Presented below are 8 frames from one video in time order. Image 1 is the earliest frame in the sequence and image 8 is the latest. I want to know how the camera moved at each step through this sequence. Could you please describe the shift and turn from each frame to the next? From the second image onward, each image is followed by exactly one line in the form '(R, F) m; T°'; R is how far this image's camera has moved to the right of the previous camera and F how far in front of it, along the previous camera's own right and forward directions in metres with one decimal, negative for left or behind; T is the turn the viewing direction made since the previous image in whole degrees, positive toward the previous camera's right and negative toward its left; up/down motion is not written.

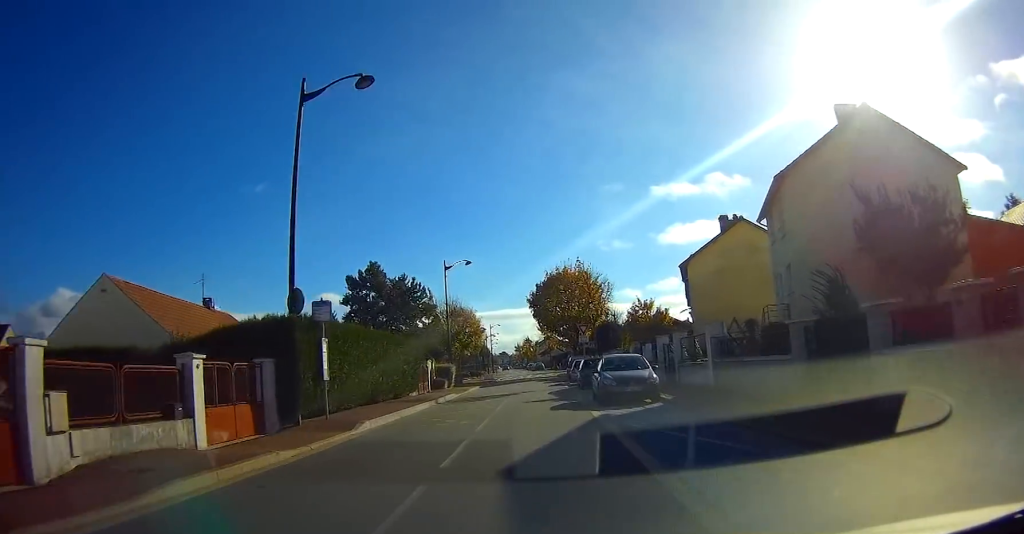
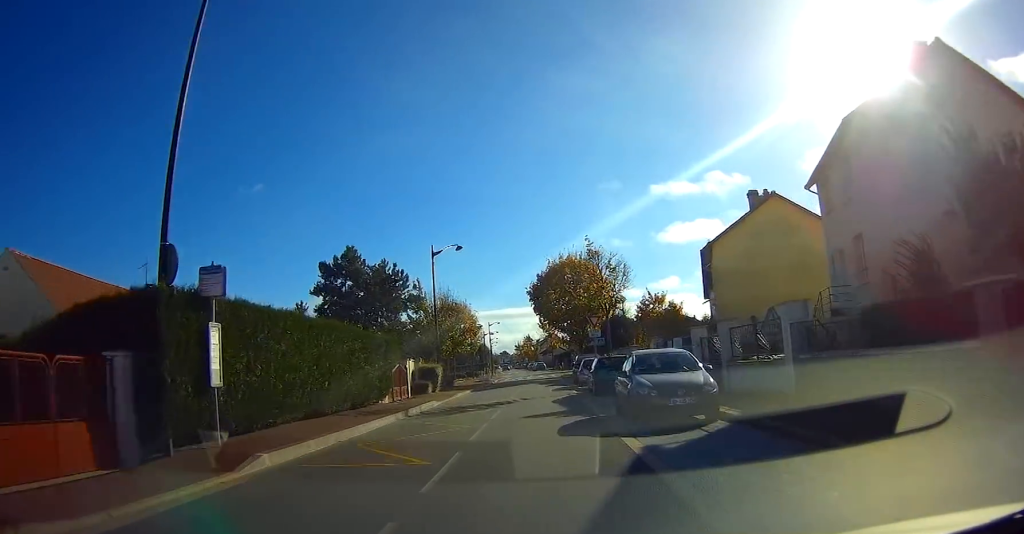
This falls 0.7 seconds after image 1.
(0.0, +6.0) m; 0°
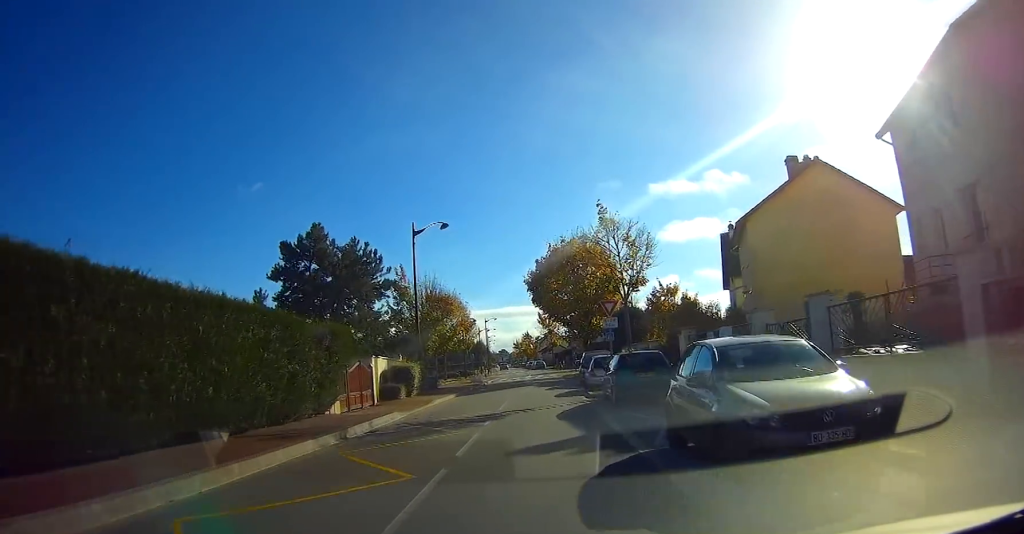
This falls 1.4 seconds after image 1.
(0.0, +6.3) m; 0°
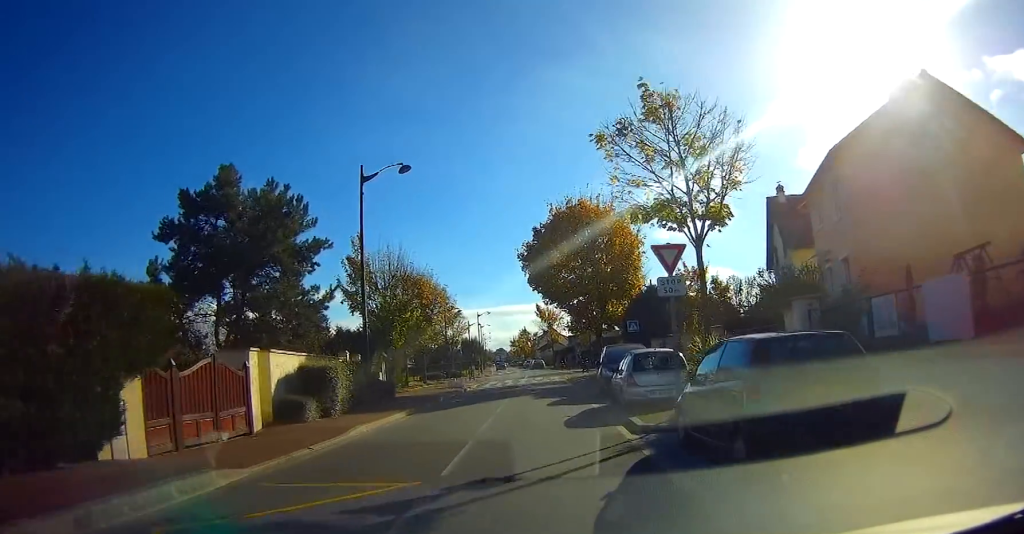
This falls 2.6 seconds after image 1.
(+0.1, +10.5) m; 0°
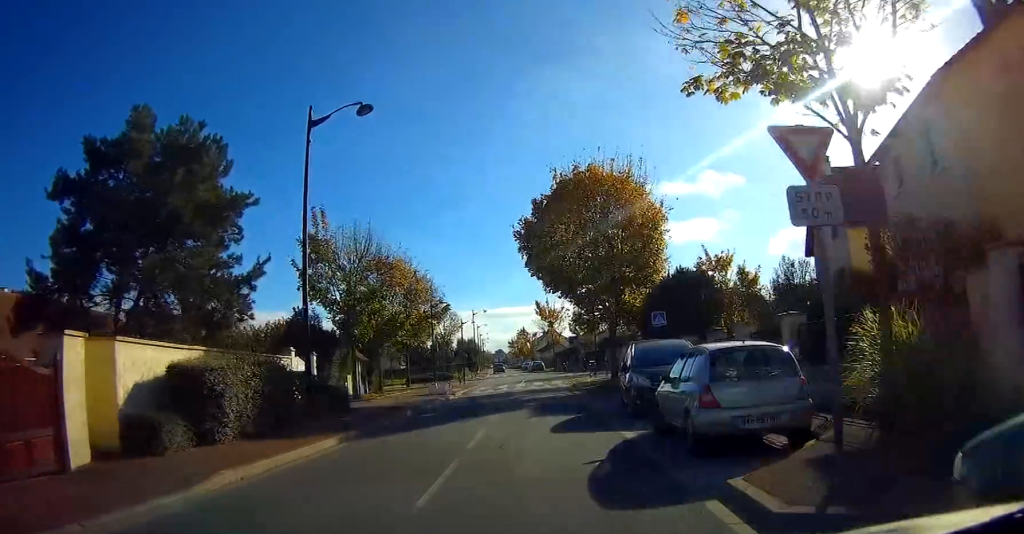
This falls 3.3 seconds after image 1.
(0.0, +6.4) m; 0°
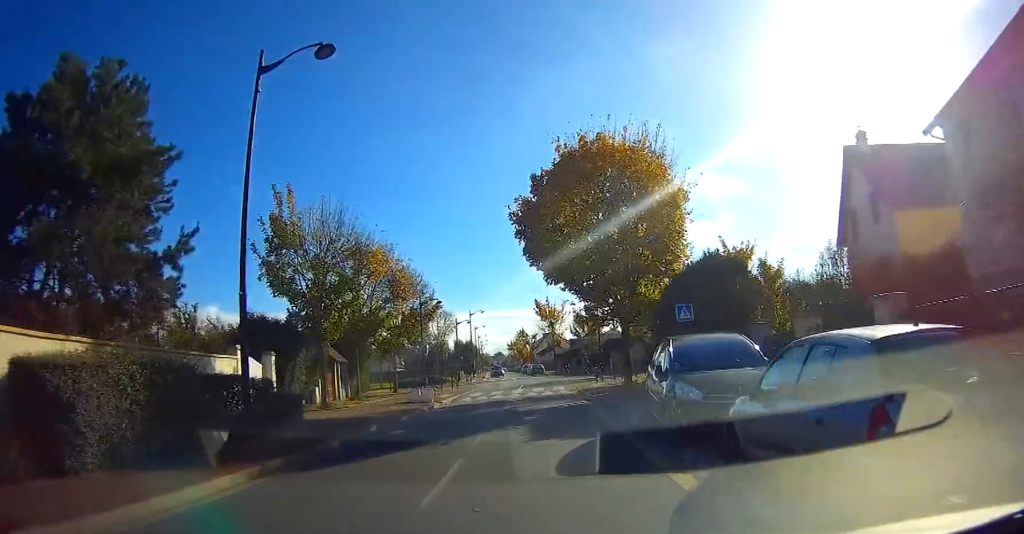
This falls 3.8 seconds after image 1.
(0.0, +4.0) m; 0°
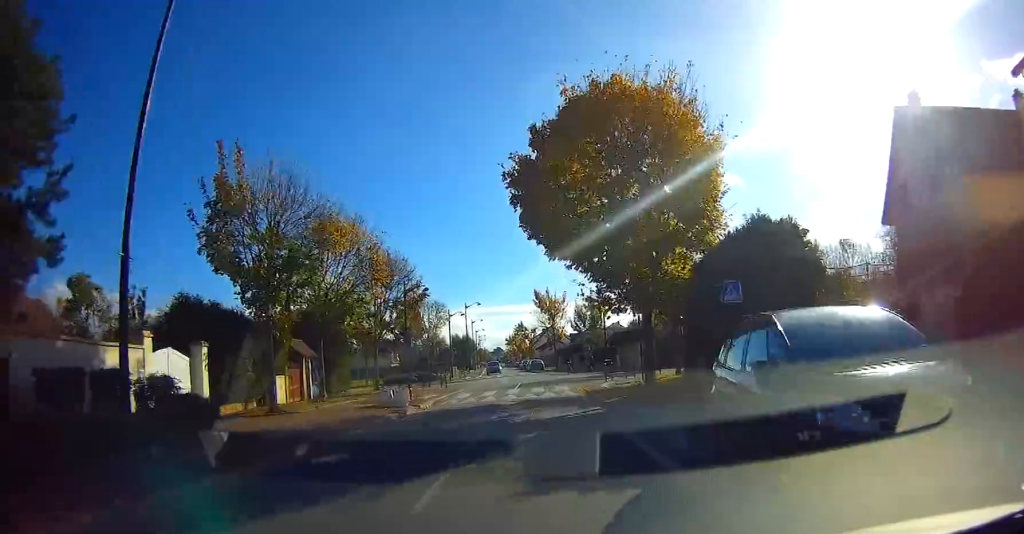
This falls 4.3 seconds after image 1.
(0.0, +4.6) m; 0°
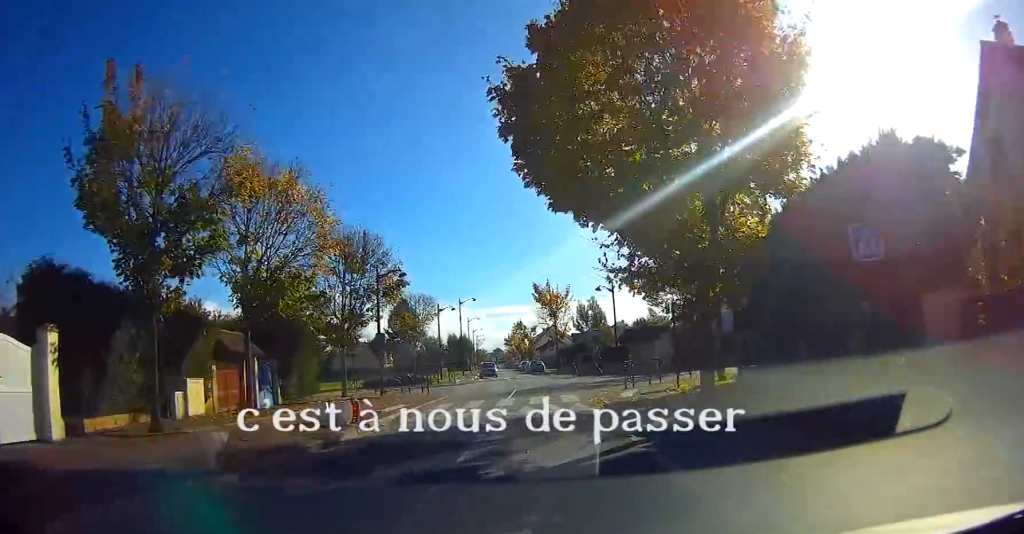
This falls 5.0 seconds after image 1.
(0.0, +6.3) m; 0°
